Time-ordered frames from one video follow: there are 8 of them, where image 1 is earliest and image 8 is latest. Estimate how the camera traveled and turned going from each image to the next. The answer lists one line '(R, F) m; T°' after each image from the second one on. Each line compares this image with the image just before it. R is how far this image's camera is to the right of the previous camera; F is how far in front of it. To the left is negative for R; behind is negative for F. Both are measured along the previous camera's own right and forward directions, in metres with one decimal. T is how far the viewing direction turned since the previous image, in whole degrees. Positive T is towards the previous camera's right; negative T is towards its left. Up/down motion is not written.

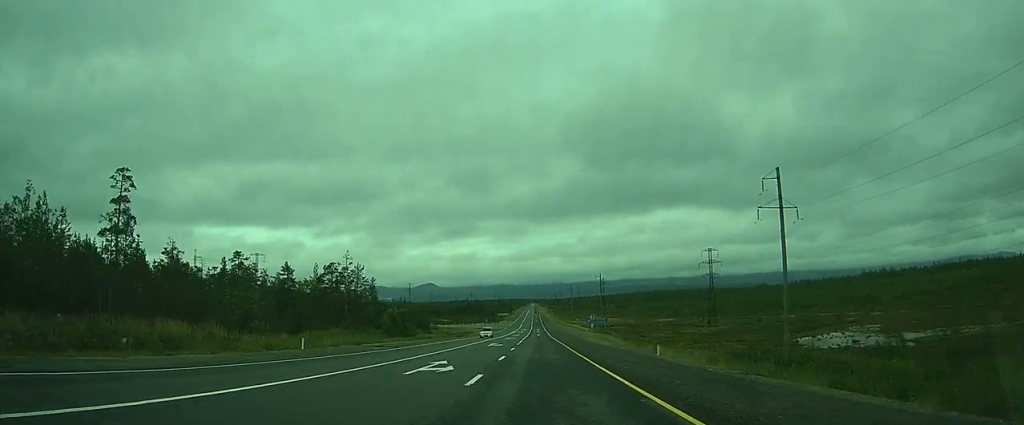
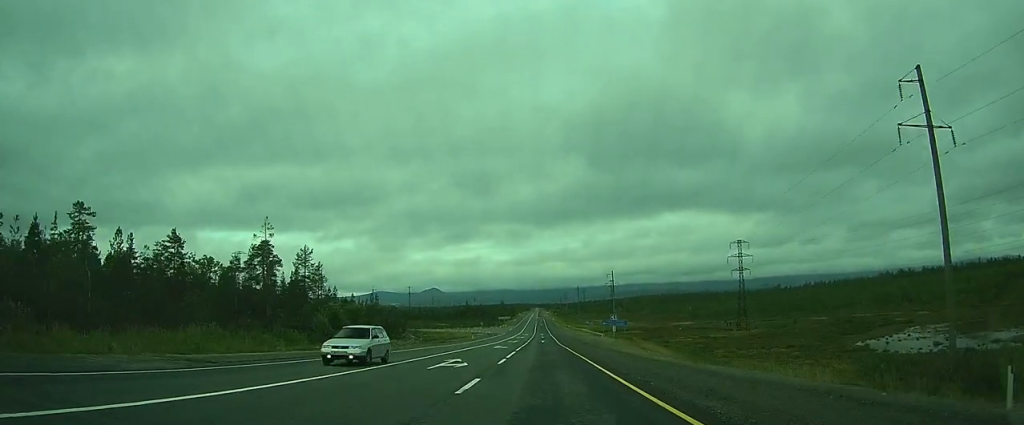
(0.0, +25.1) m; 0°
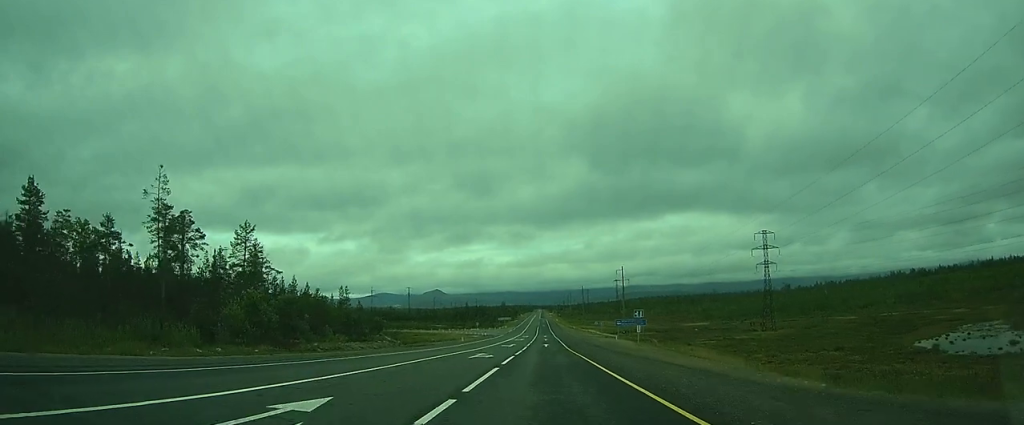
(0.0, +17.6) m; -1°
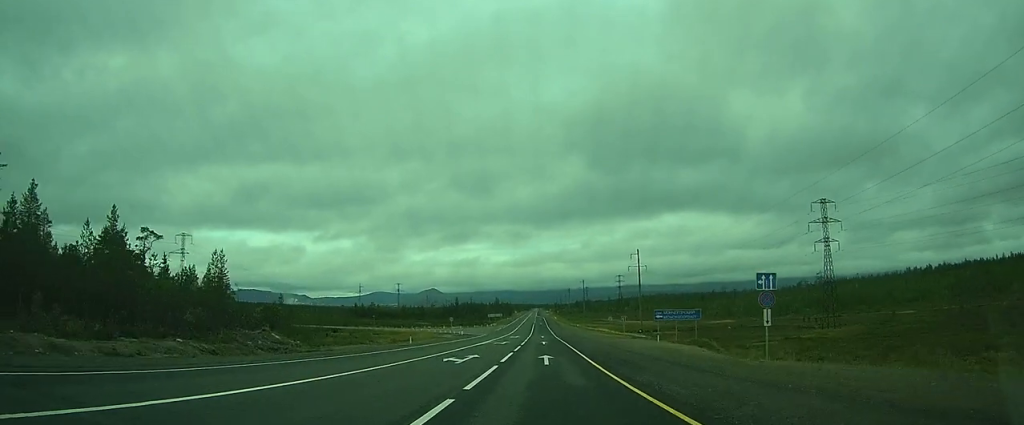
(-0.6, +36.1) m; -1°
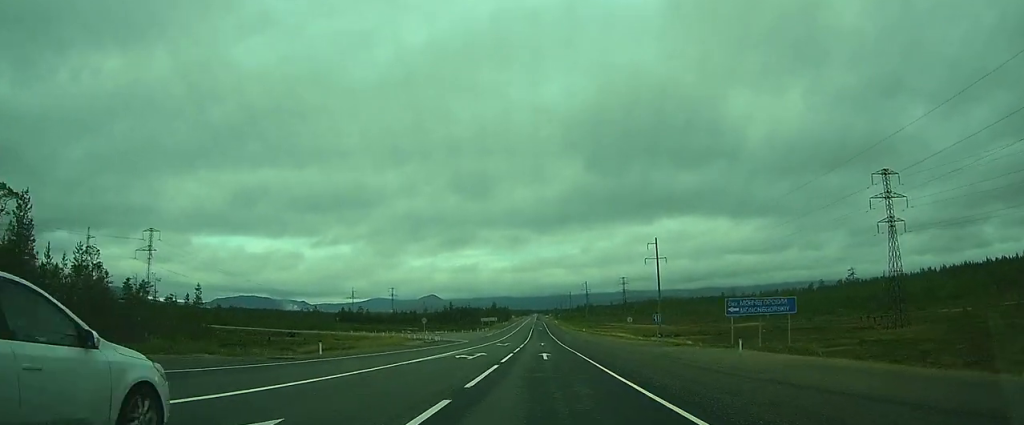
(0.0, +25.1) m; 0°
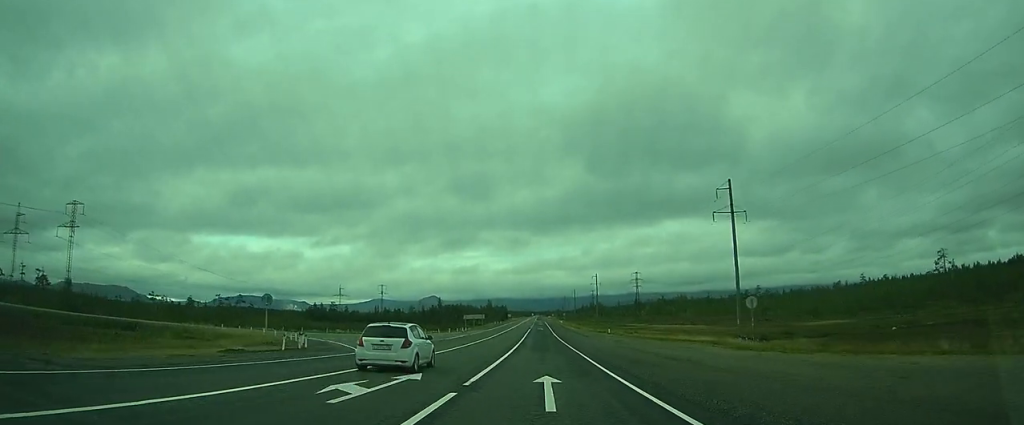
(+0.3, +50.0) m; 0°
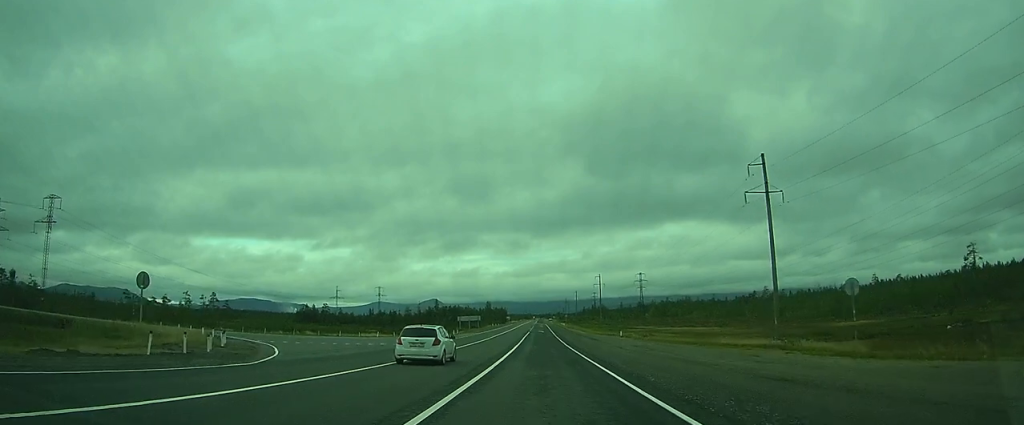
(0.0, +12.4) m; 0°
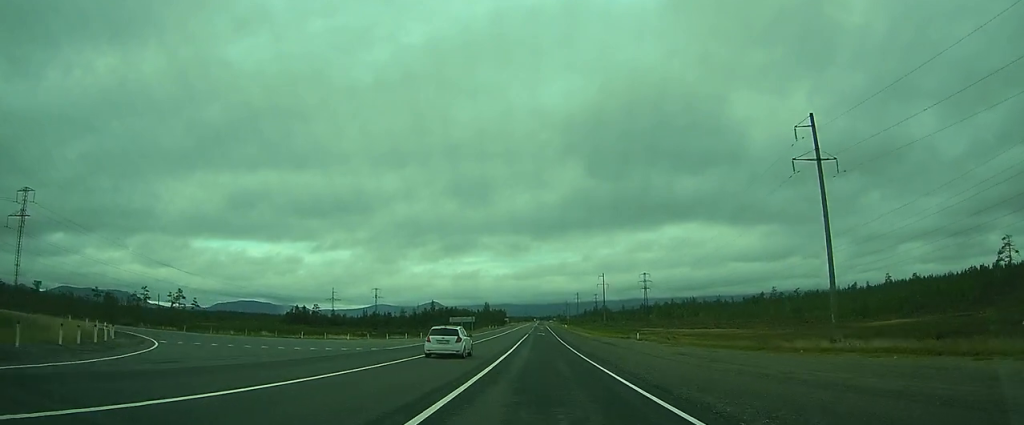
(-0.2, +13.2) m; 0°
